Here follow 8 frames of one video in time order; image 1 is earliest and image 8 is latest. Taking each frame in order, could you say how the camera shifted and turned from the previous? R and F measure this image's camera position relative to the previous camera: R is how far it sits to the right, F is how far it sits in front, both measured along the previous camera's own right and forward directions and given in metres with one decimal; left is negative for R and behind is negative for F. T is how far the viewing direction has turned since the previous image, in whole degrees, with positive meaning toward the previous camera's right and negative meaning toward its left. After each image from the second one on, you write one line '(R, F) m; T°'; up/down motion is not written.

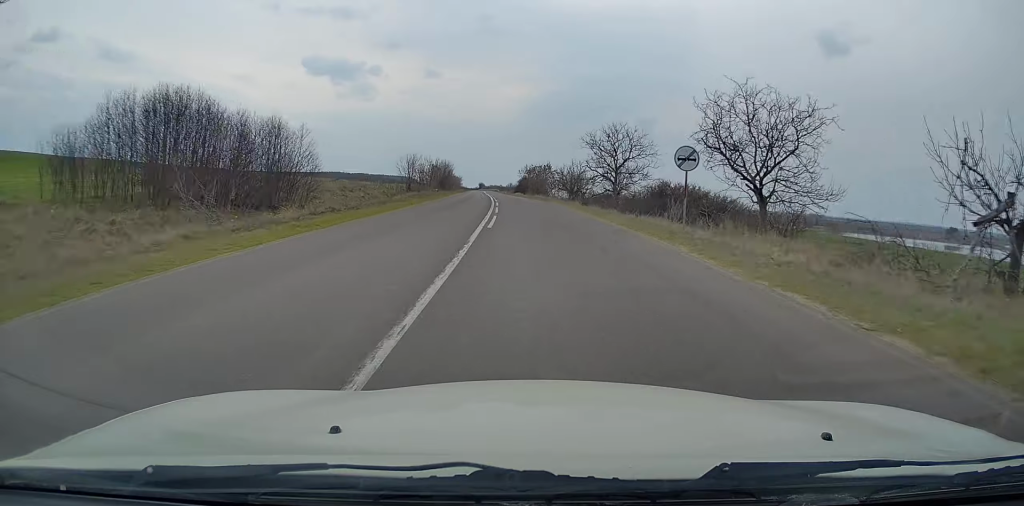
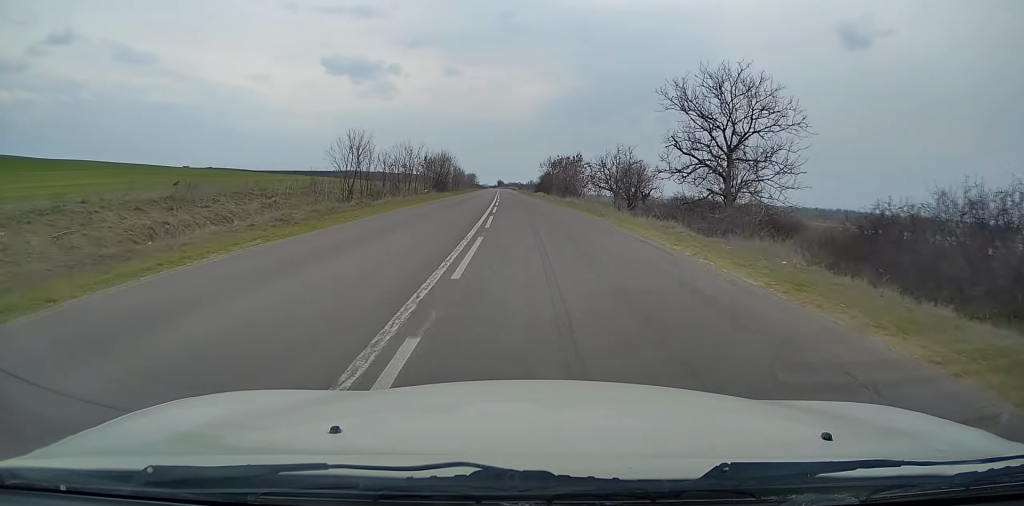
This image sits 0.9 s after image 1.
(-0.6, +26.8) m; -2°
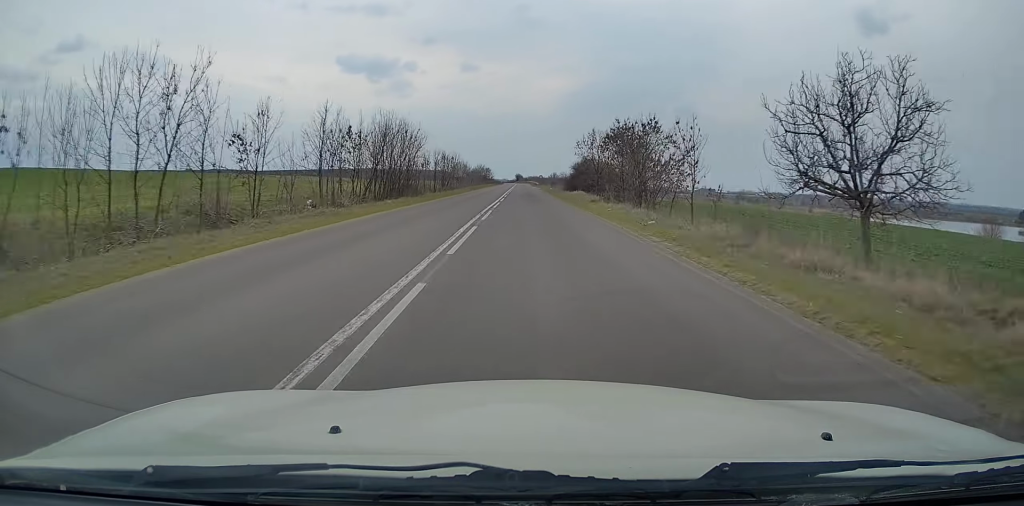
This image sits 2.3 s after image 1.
(-1.0, +42.1) m; -2°
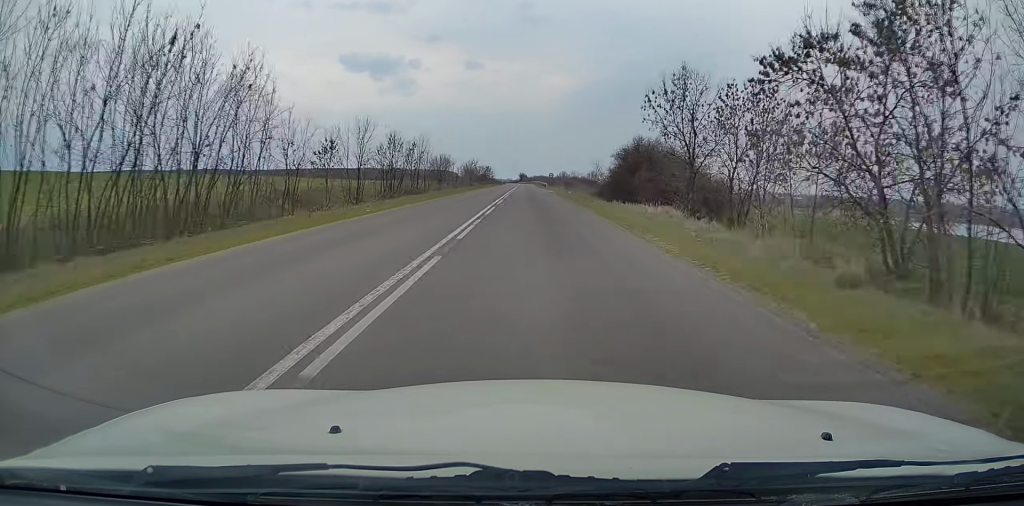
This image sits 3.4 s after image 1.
(-0.2, +33.1) m; -1°
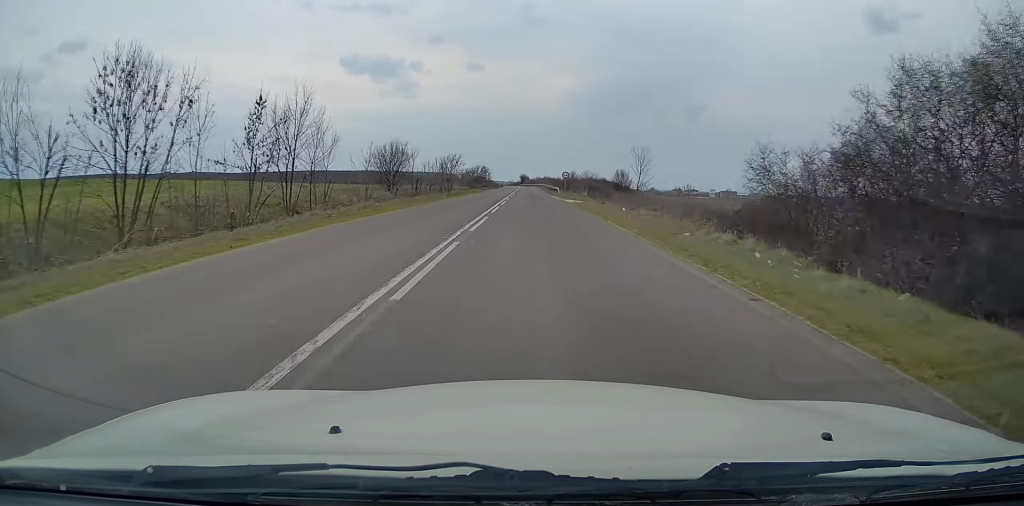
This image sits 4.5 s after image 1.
(-0.1, +33.1) m; 0°
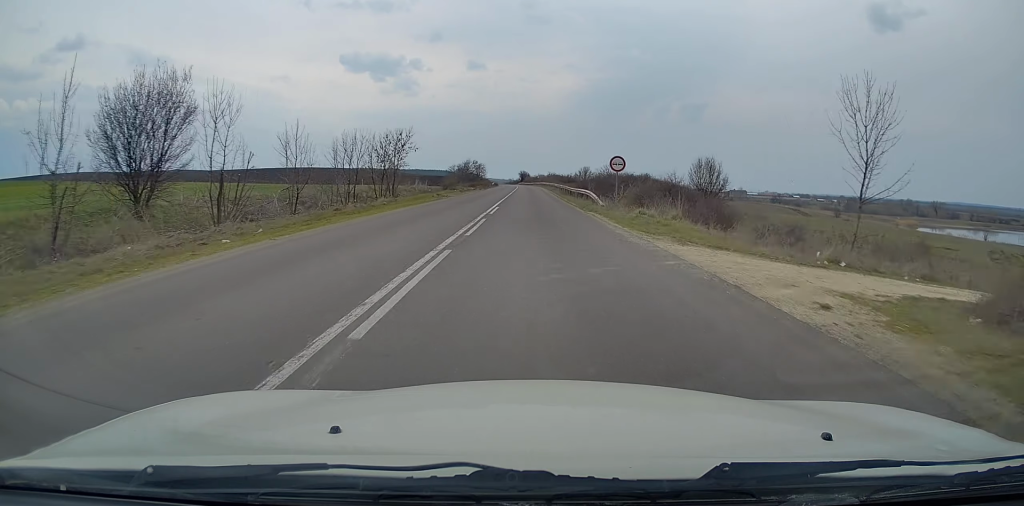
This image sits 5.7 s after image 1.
(+0.1, +37.2) m; 0°
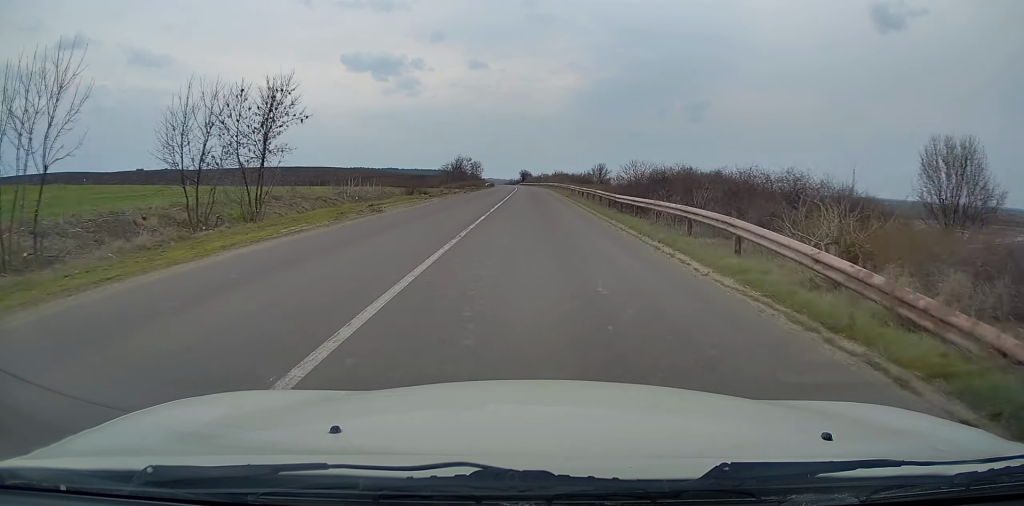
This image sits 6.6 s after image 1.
(0.0, +25.1) m; 0°
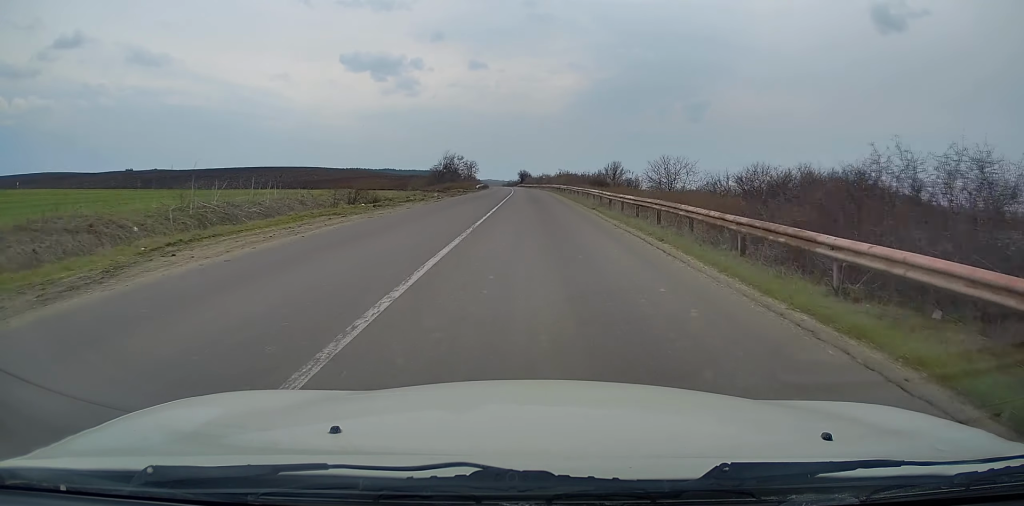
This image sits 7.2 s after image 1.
(0.0, +19.0) m; 0°
